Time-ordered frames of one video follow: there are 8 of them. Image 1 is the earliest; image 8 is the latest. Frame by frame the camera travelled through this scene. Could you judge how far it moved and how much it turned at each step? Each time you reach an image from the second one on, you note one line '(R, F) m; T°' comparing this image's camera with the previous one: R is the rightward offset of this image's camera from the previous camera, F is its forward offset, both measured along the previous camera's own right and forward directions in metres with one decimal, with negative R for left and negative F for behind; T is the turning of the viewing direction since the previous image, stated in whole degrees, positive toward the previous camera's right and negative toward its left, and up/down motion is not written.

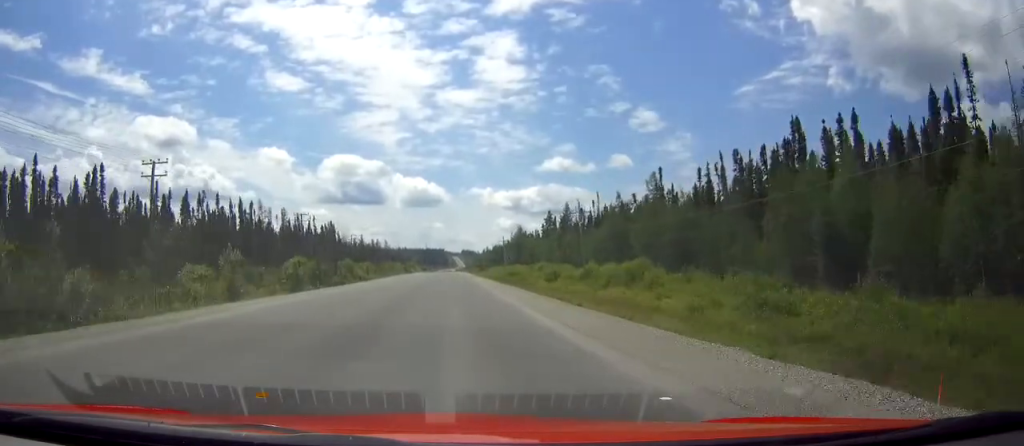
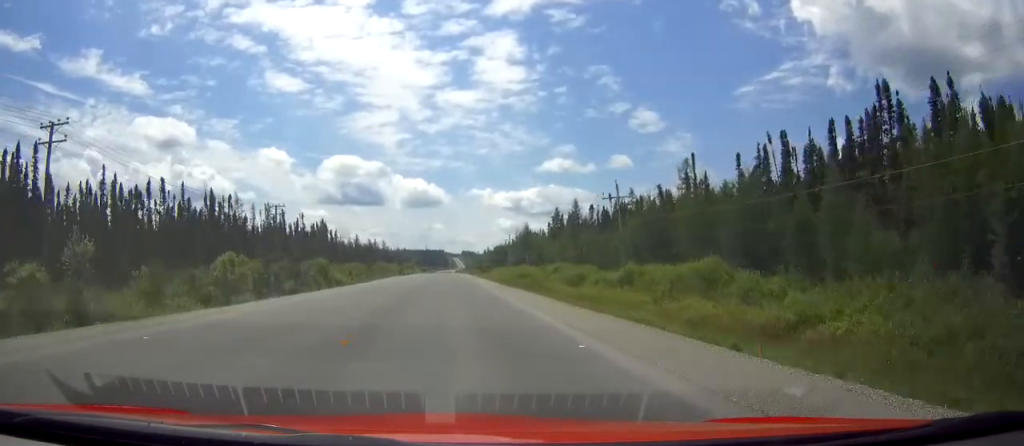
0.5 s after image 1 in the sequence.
(0.0, +15.3) m; 0°
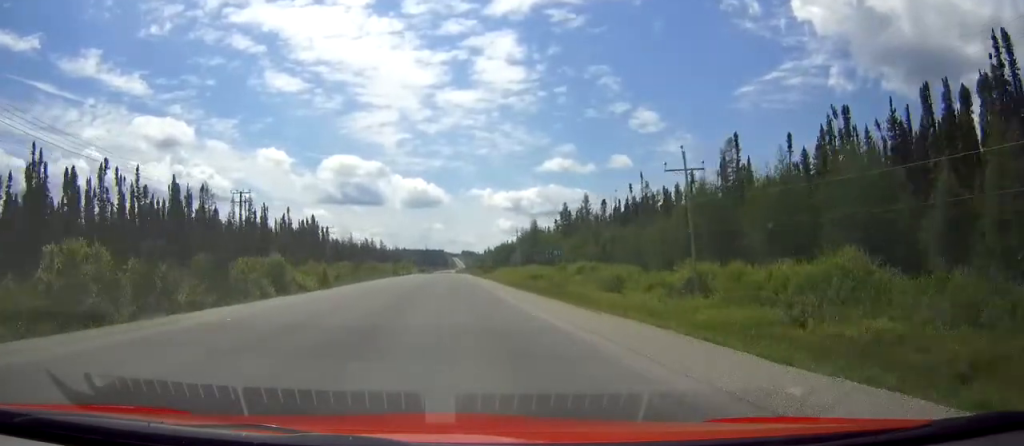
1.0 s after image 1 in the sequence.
(0.0, +15.3) m; 0°
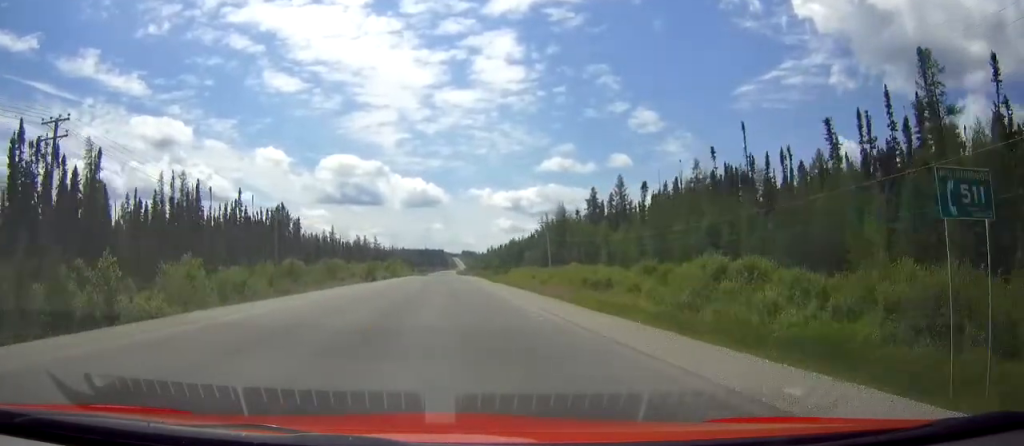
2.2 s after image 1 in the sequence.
(0.0, +37.6) m; 0°
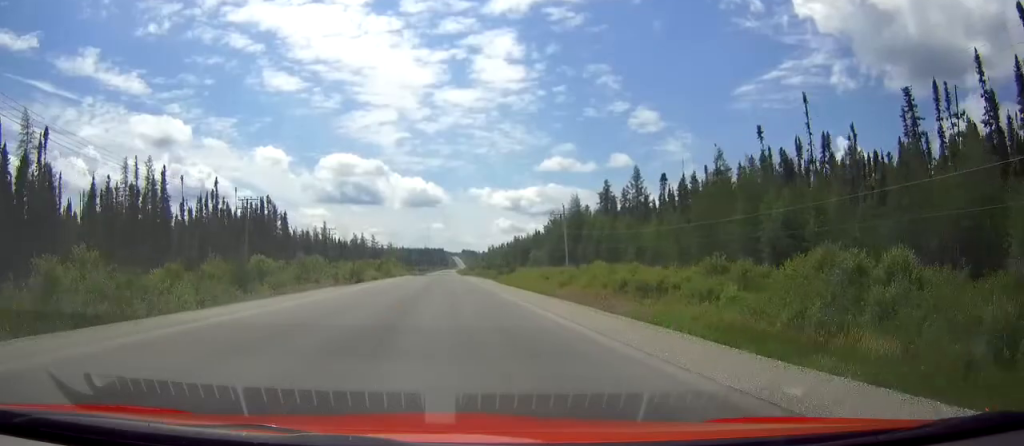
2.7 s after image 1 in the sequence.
(0.0, +13.1) m; 0°
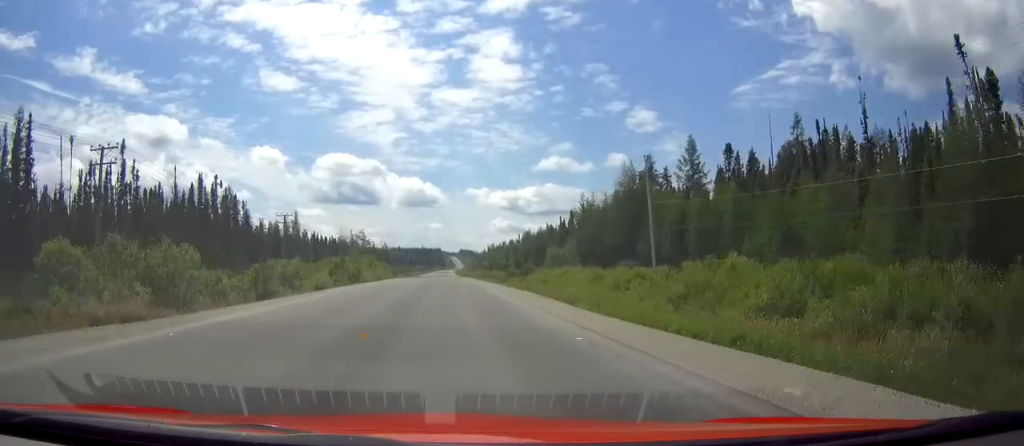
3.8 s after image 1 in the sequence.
(0.0, +33.2) m; 0°
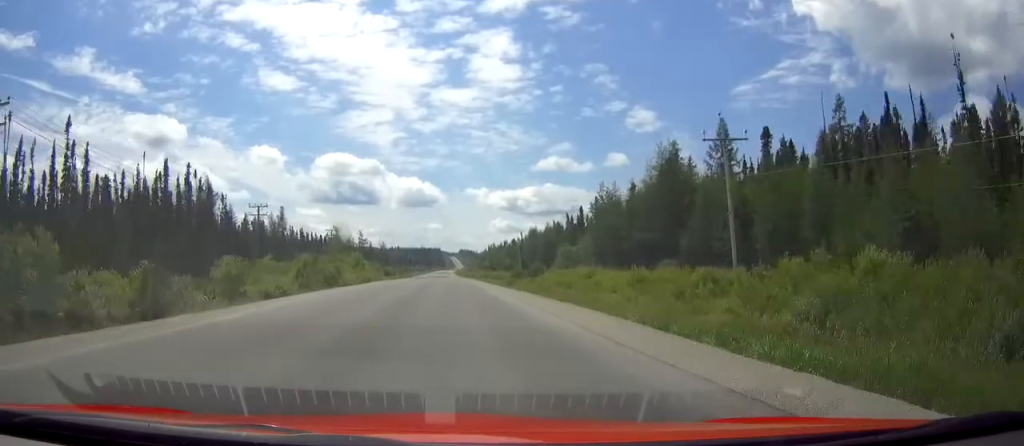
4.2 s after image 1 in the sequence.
(0.0, +13.0) m; 0°
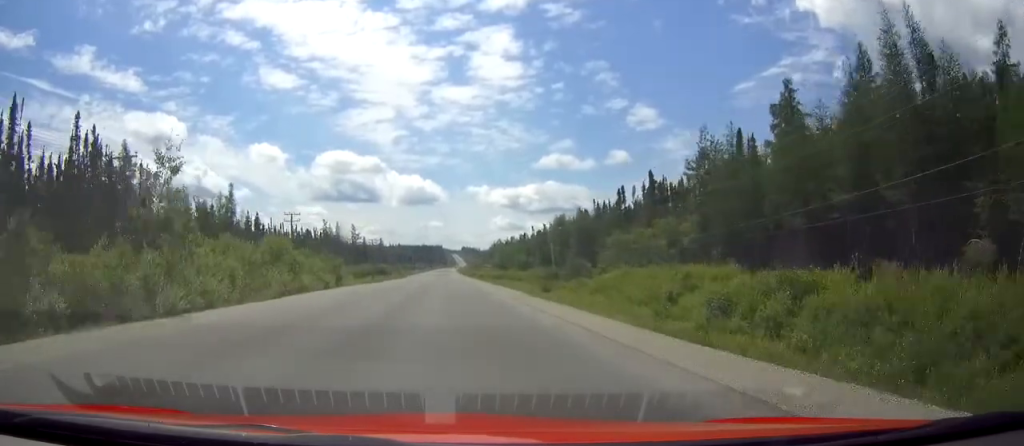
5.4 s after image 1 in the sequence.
(0.0, +35.7) m; 0°
